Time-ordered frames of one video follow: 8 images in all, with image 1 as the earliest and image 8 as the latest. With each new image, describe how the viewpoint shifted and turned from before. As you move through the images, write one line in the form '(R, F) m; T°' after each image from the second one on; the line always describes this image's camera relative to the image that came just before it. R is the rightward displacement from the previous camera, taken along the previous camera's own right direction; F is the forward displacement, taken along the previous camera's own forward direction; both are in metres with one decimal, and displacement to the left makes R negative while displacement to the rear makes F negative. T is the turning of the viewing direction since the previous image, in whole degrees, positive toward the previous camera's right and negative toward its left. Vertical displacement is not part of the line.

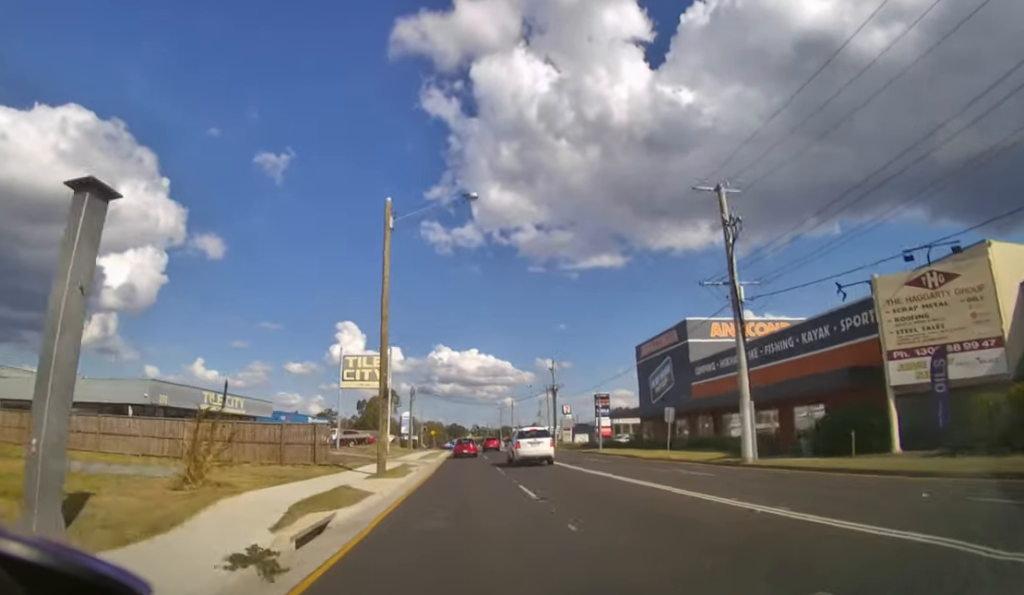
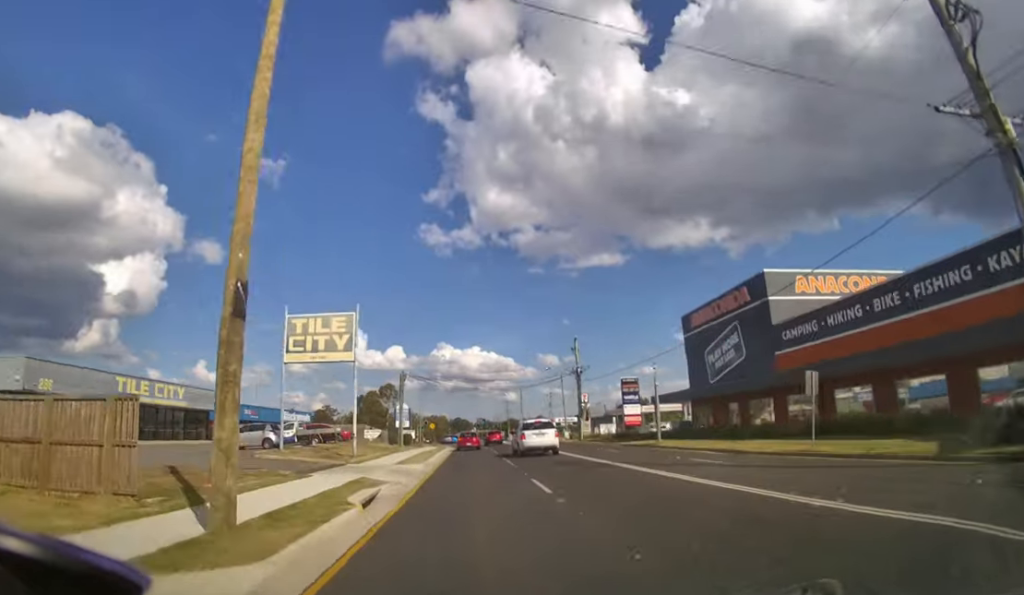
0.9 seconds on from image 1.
(0.0, +14.3) m; 0°
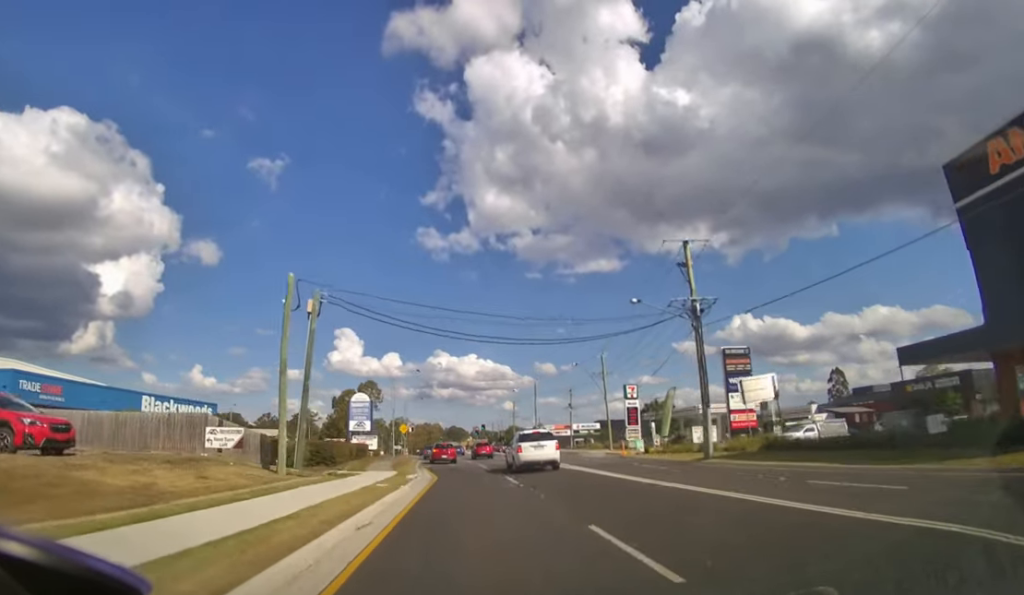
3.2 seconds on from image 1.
(+0.2, +31.7) m; 0°
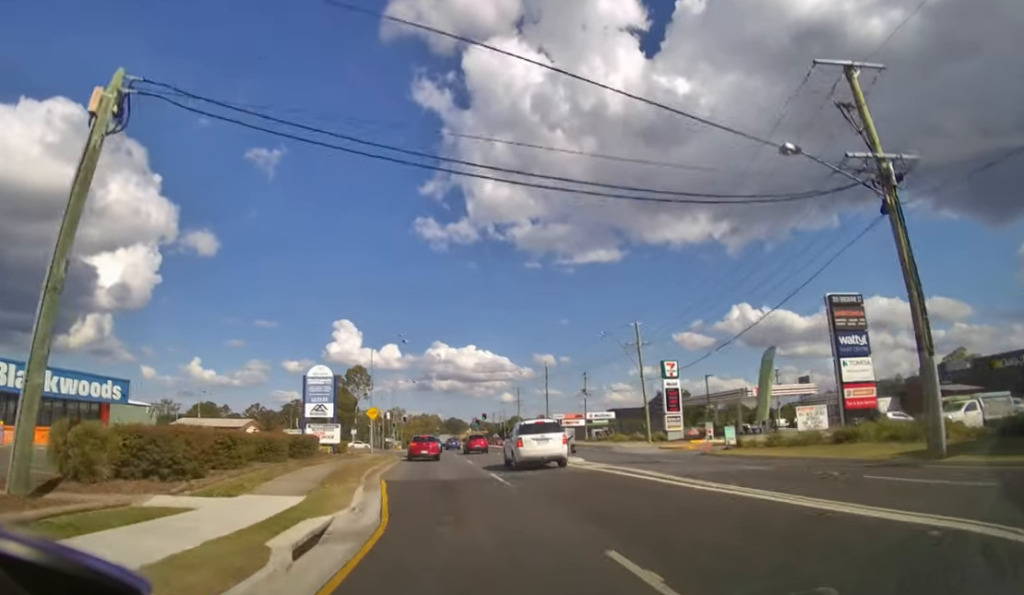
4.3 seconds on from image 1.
(0.0, +13.2) m; -1°
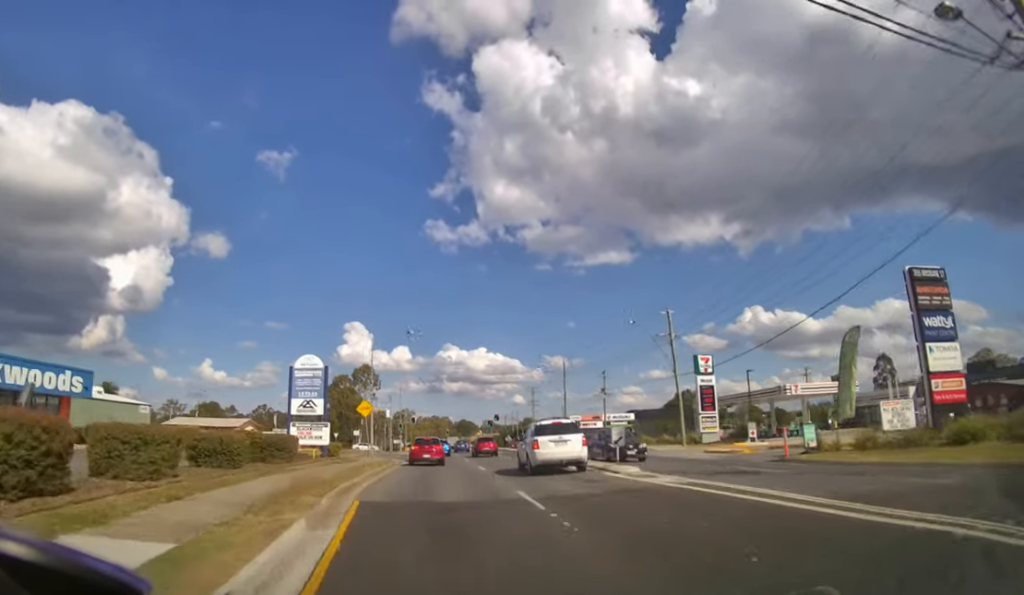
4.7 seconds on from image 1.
(0.0, +4.7) m; -1°
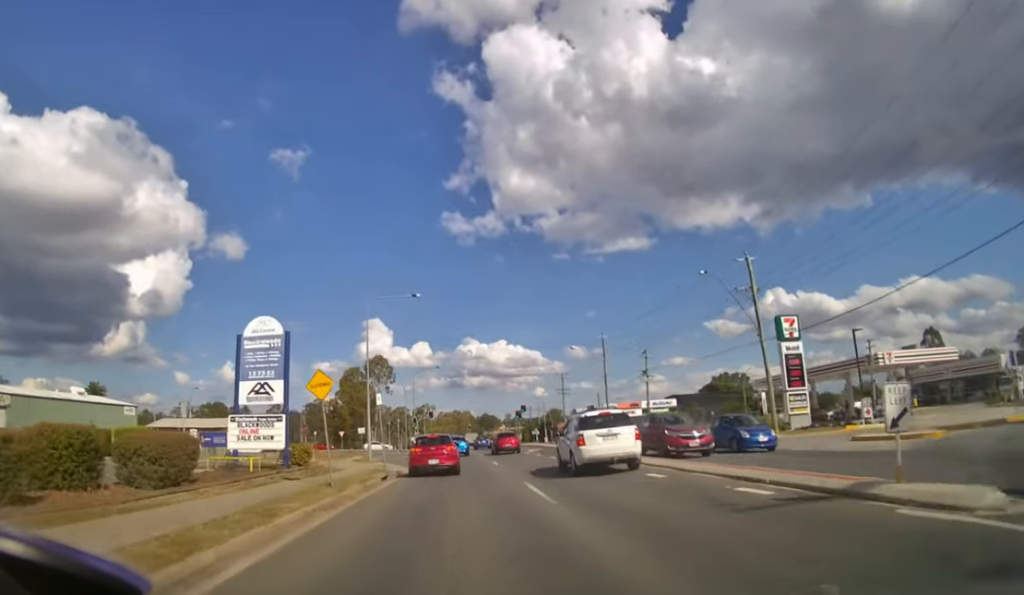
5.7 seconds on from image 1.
(-0.1, +9.4) m; -1°
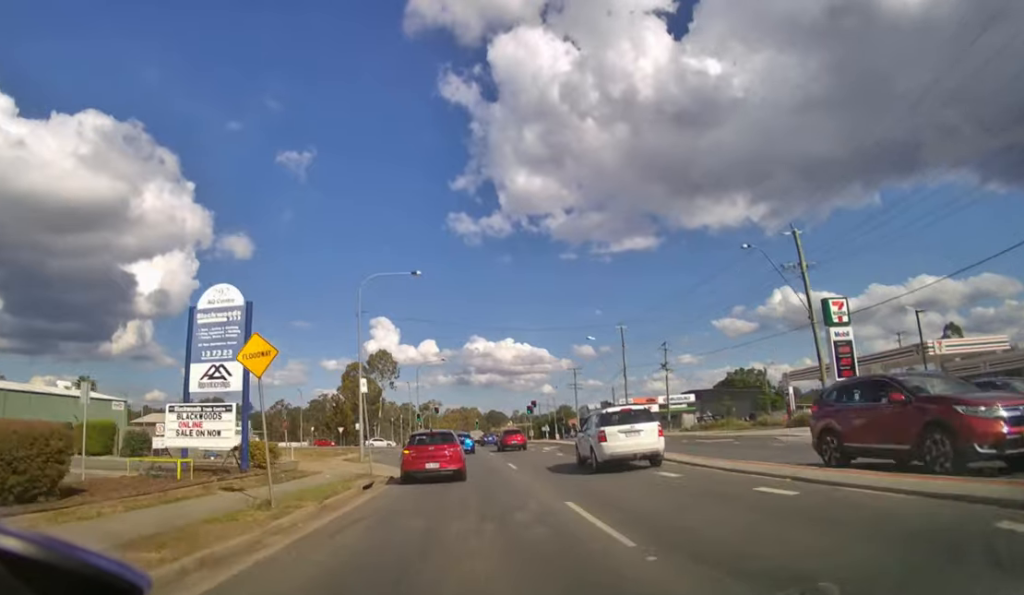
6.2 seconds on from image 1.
(0.0, +4.5) m; -1°
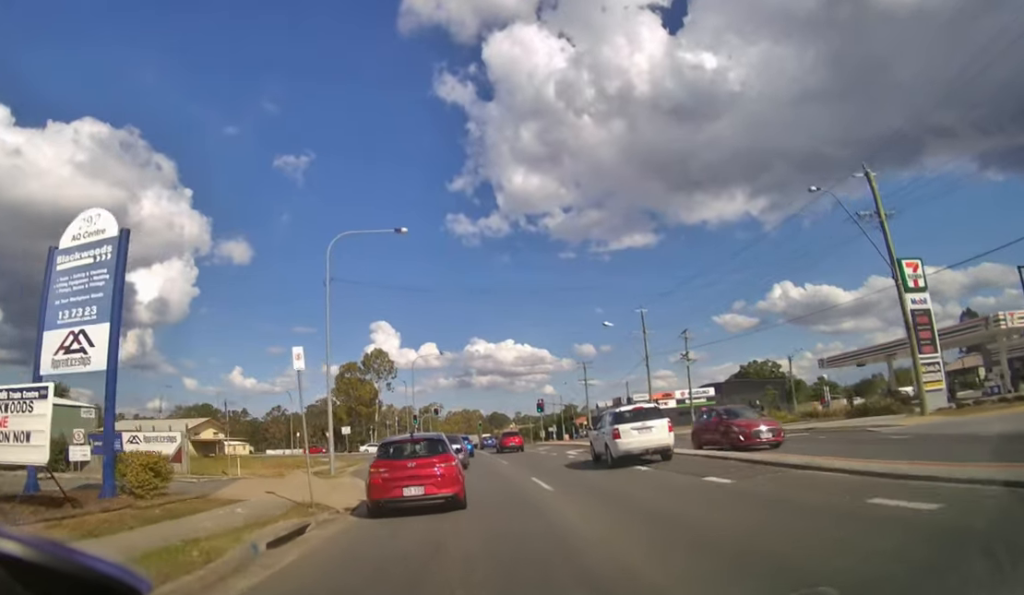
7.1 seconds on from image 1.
(-0.1, +6.8) m; -1°
